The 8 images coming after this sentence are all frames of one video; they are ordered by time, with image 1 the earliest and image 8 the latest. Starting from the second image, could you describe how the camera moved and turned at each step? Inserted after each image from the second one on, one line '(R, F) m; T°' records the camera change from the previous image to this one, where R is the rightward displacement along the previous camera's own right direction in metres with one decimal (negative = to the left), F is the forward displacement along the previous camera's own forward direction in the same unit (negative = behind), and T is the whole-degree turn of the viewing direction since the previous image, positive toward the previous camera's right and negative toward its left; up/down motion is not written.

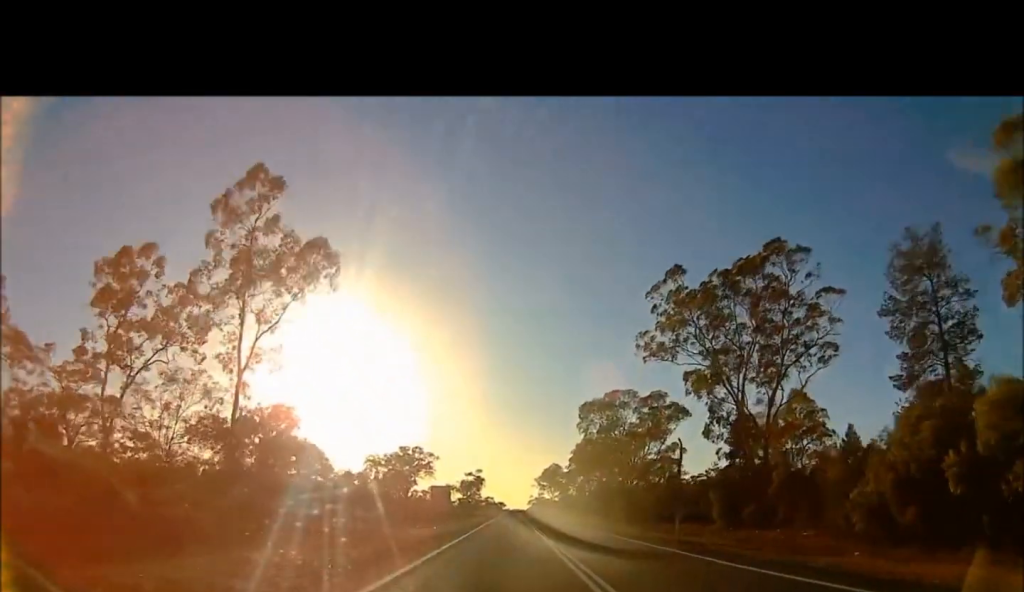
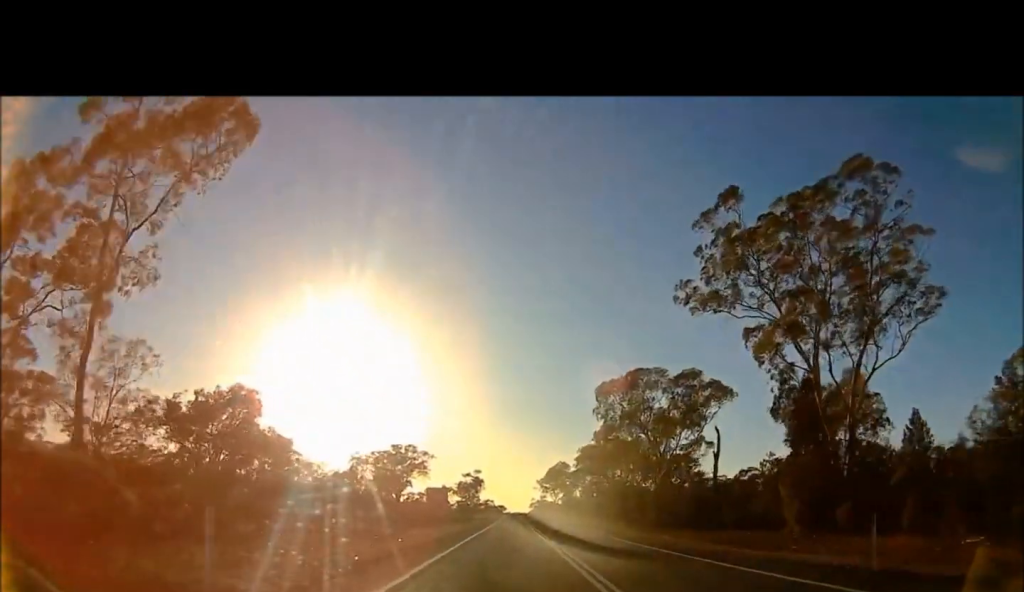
(0.0, +14.5) m; 0°
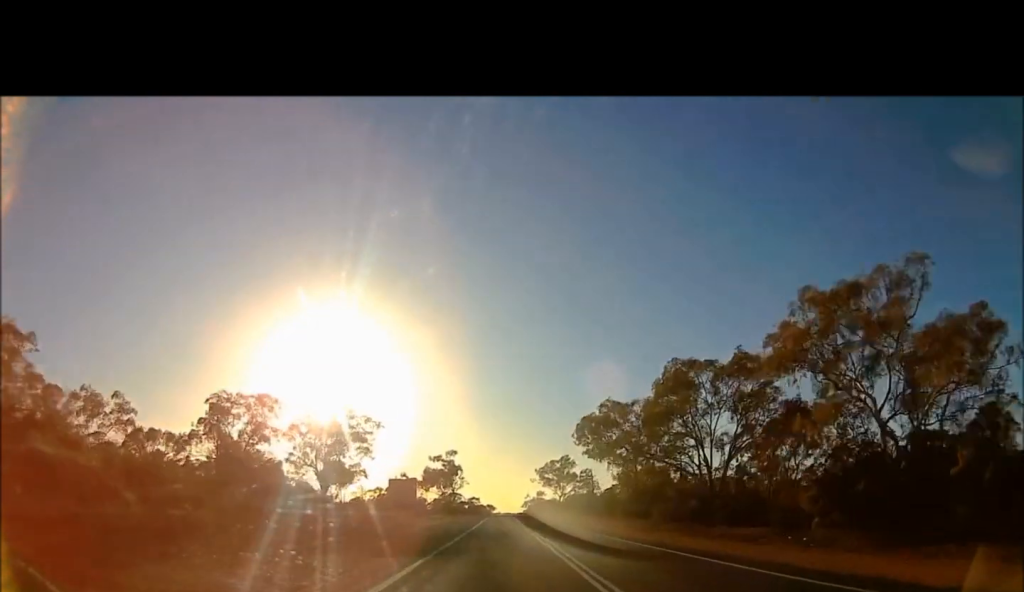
(+0.2, +63.1) m; 0°
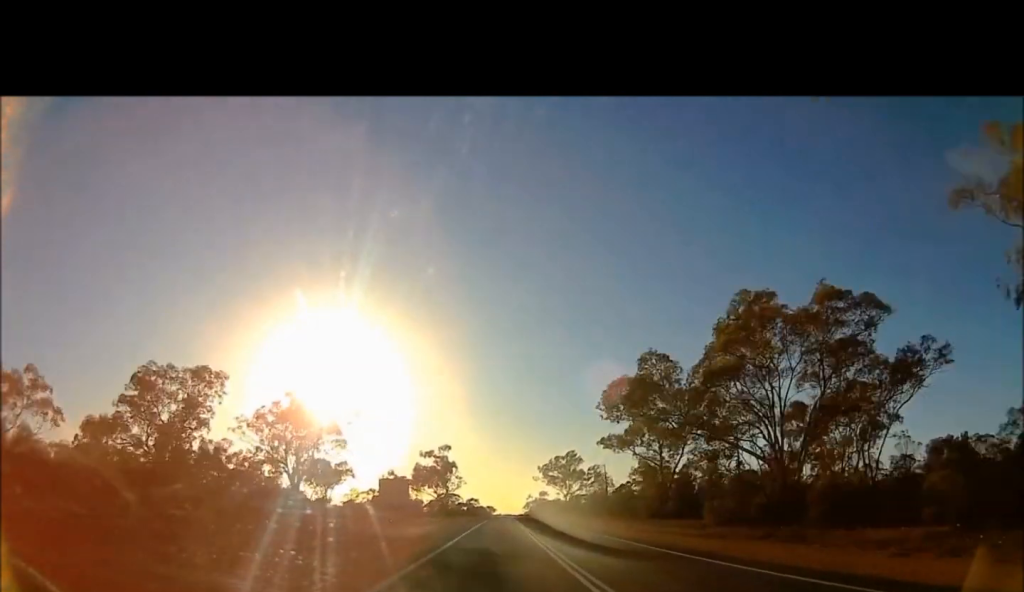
(0.0, +15.8) m; 0°
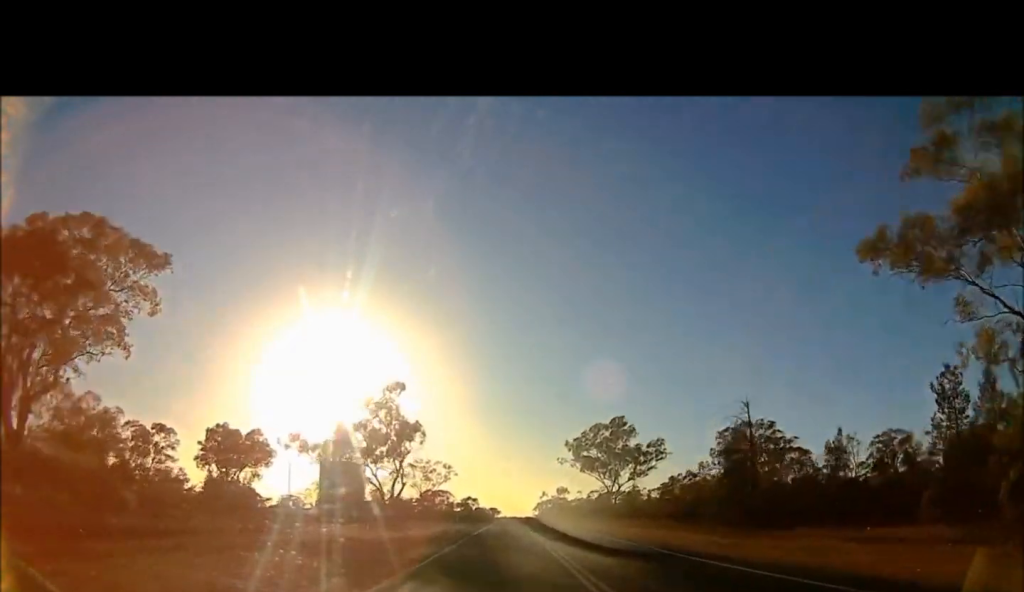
(+0.3, +59.7) m; +2°
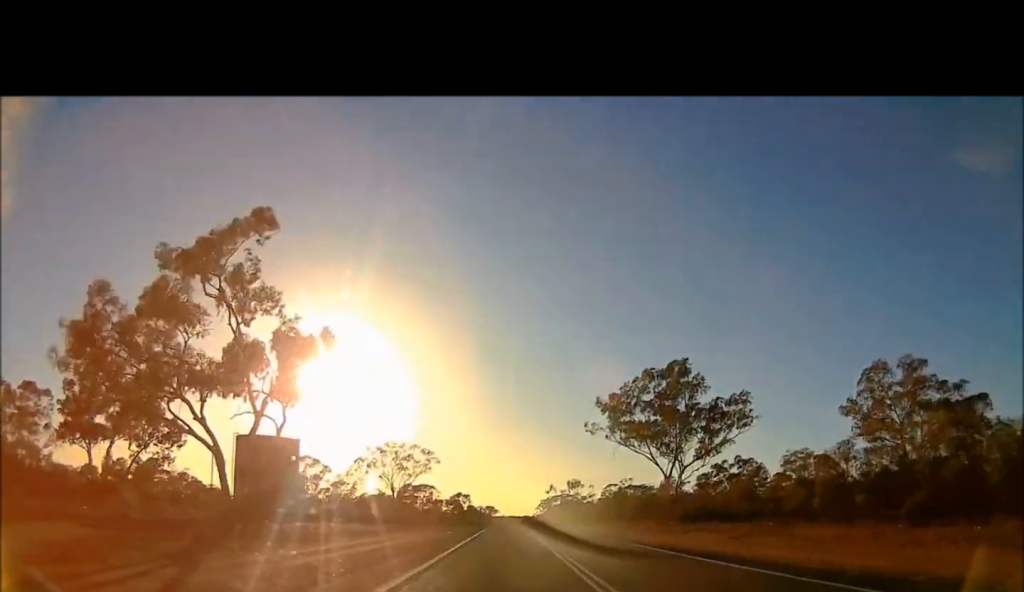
(+0.5, +34.9) m; 0°
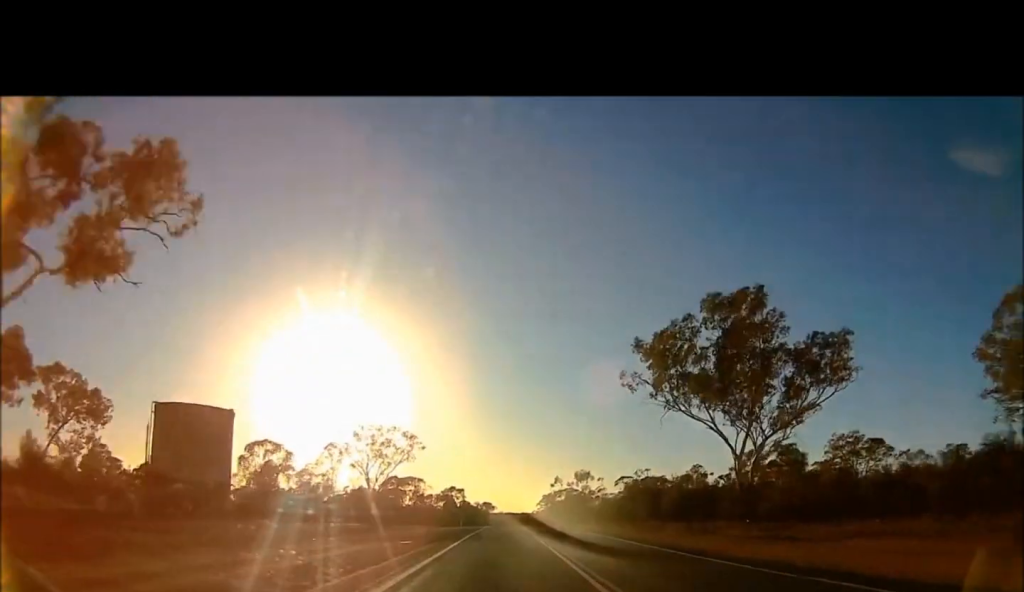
(-0.4, +18.5) m; 0°
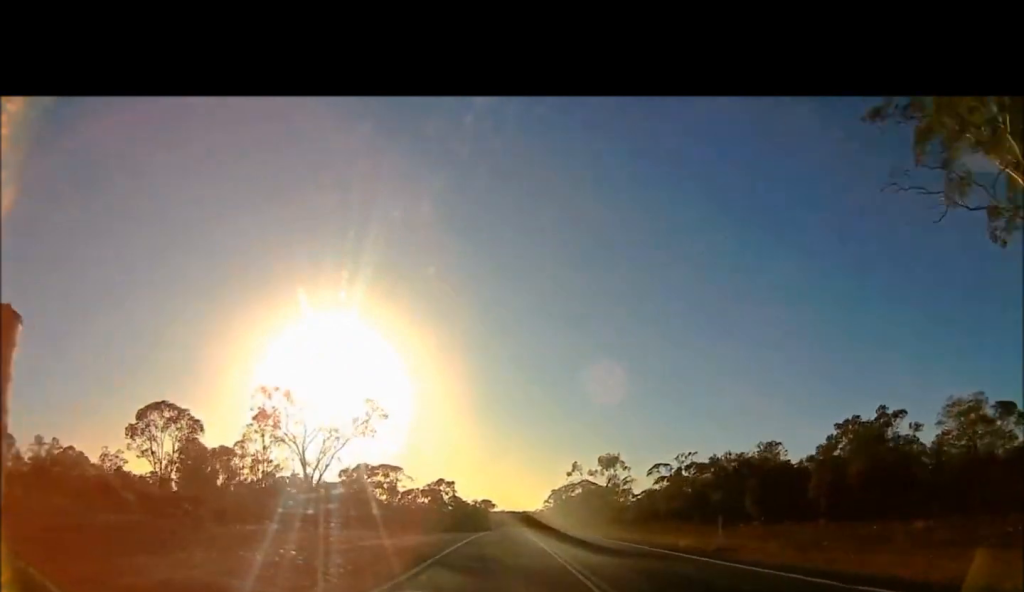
(+0.3, +29.3) m; +1°
